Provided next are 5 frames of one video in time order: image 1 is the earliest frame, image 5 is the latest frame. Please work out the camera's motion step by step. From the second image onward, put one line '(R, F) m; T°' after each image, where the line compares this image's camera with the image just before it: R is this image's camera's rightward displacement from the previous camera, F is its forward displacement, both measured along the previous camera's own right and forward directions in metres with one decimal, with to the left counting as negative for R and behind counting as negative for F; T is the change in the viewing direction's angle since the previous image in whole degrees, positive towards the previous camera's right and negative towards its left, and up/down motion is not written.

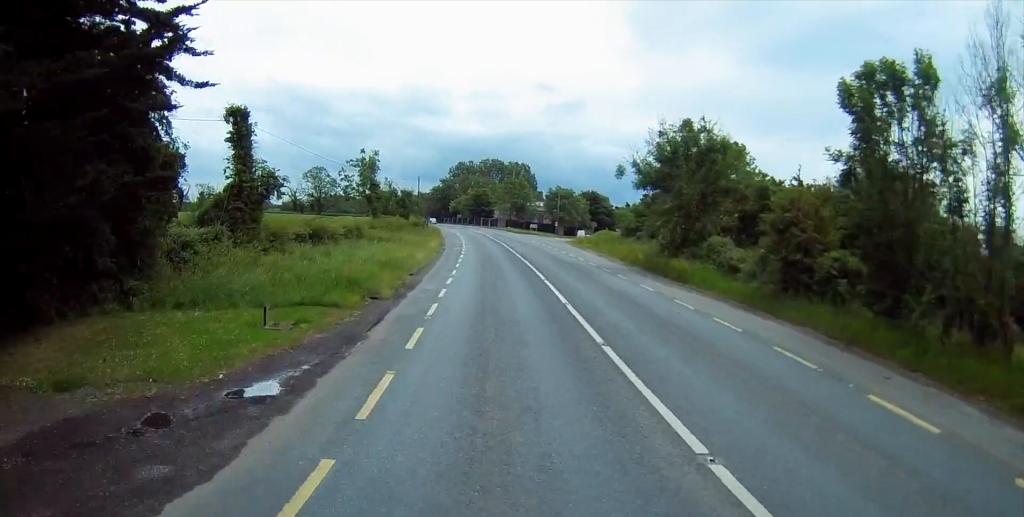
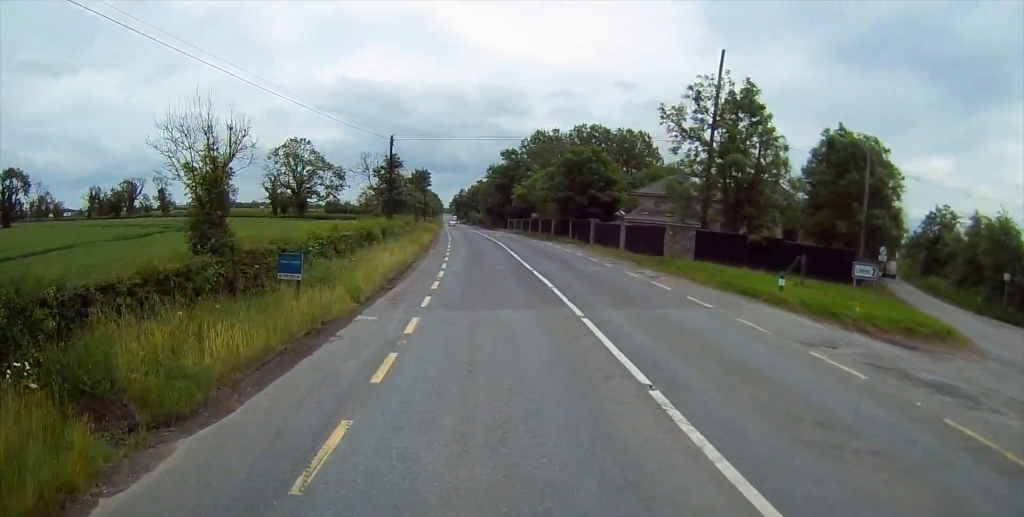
(-5.2, +96.7) m; -6°
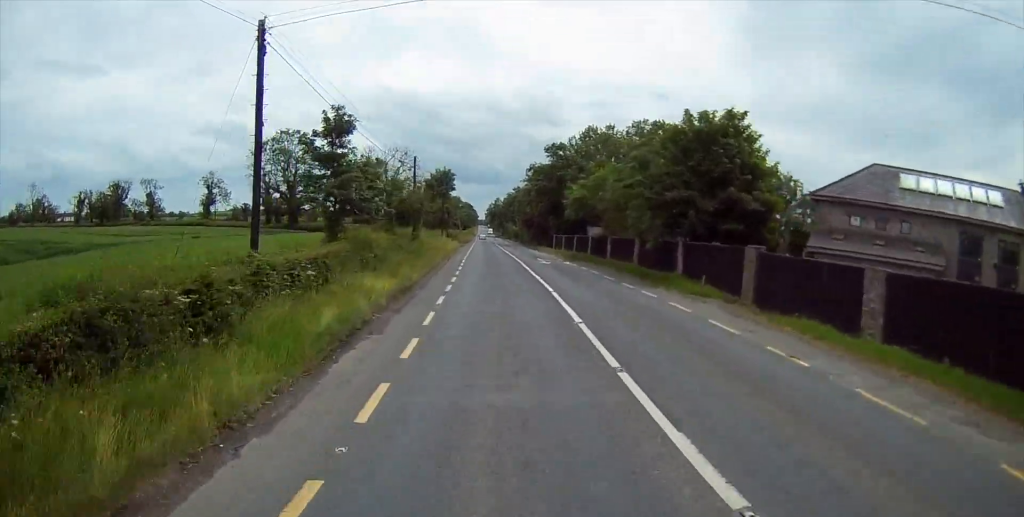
(-0.5, +28.9) m; -2°
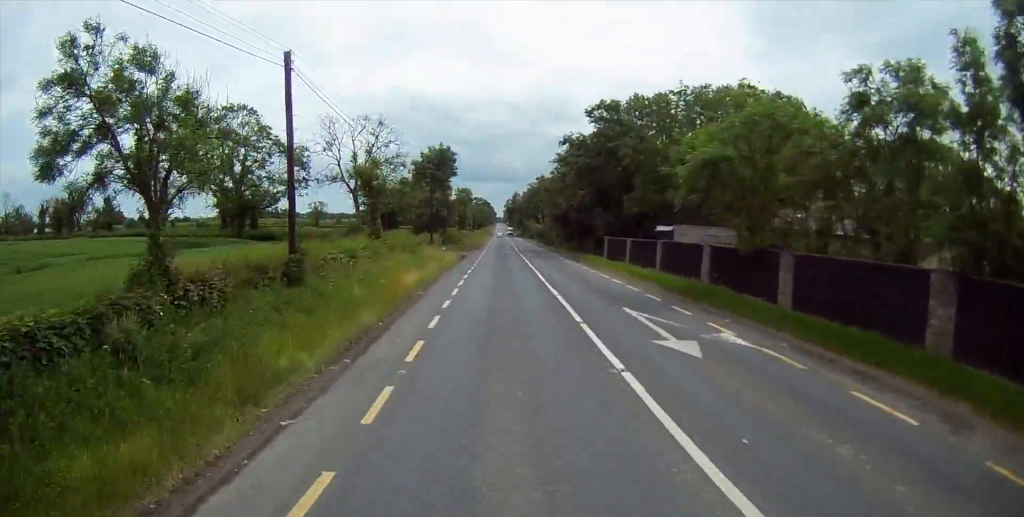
(-0.7, +30.9) m; -3°
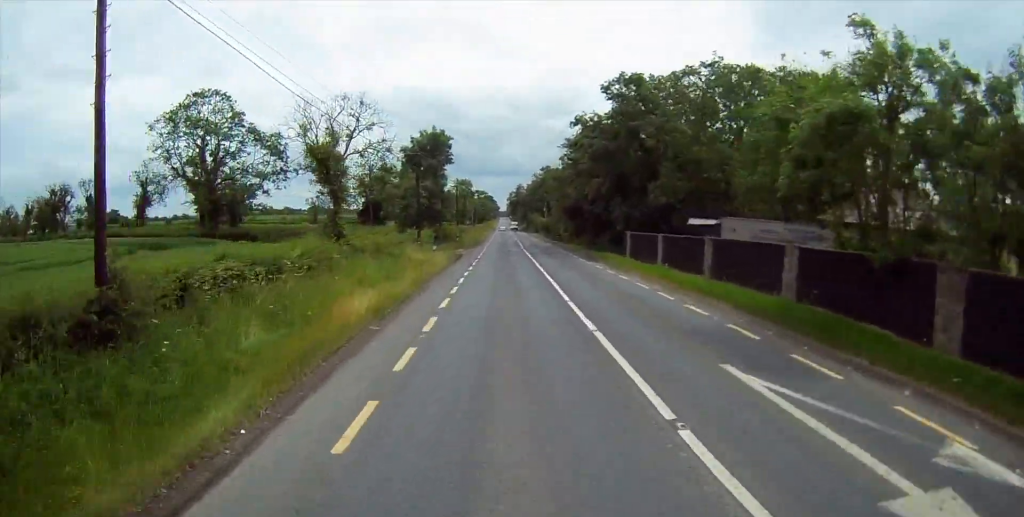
(-0.1, +9.1) m; -1°
